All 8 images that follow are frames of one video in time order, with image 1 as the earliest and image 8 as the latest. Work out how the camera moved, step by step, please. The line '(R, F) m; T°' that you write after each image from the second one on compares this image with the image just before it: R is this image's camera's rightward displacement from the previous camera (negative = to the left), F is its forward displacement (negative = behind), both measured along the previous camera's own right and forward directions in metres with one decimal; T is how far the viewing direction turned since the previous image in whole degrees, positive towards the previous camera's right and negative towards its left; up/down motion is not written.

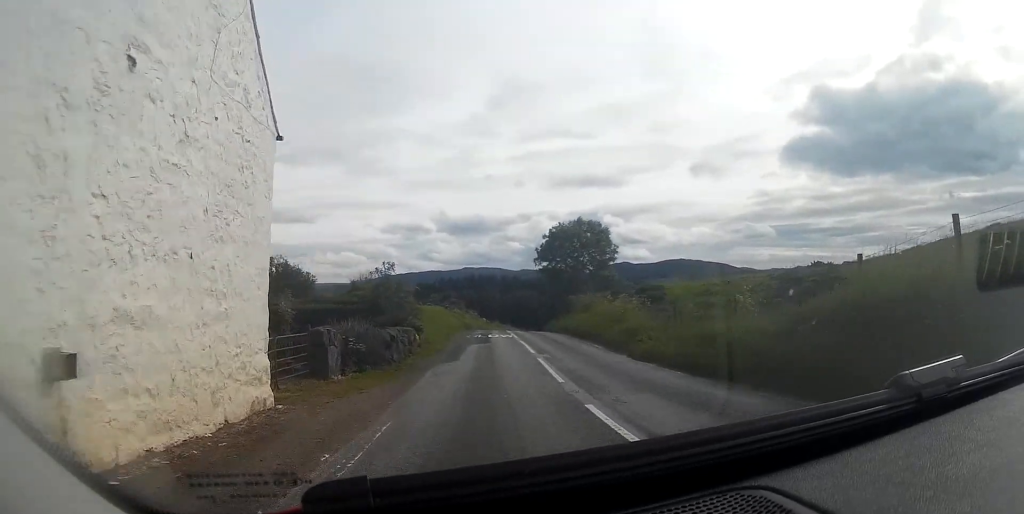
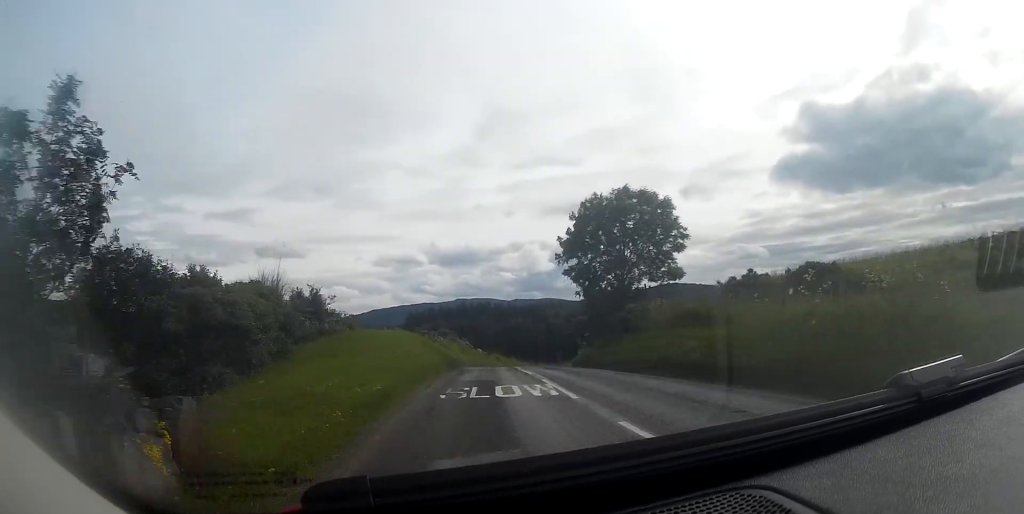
(+0.2, +18.5) m; +1°
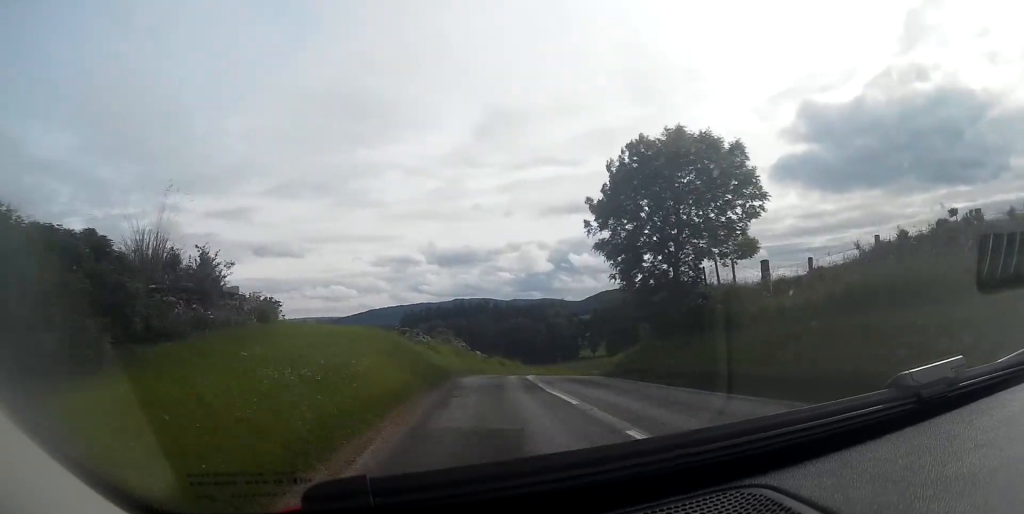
(0.0, +9.0) m; +1°
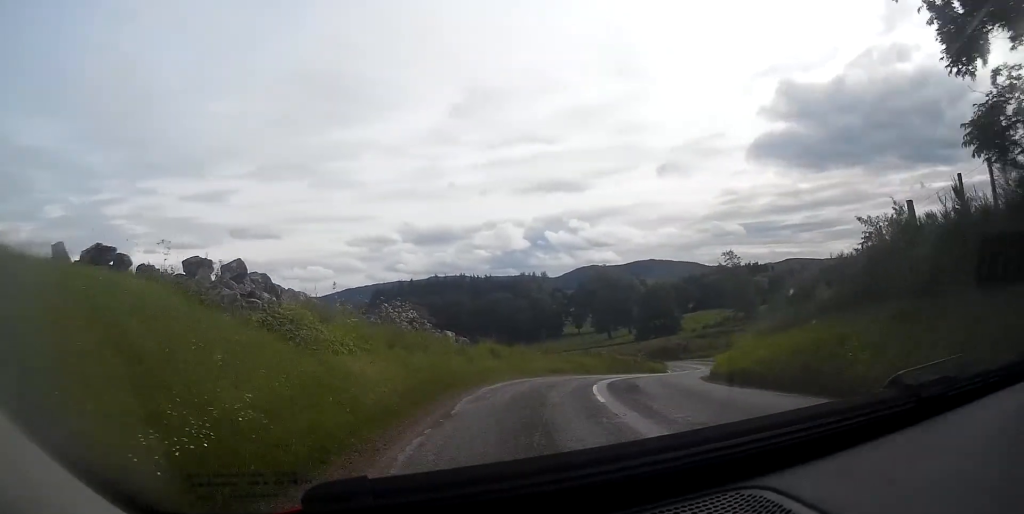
(+0.7, +19.3) m; +5°
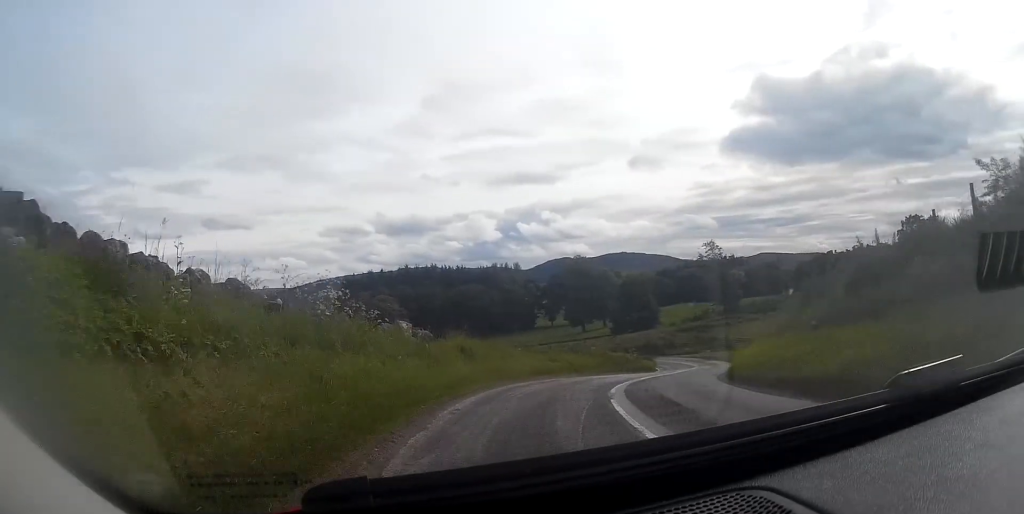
(0.0, +5.1) m; +2°
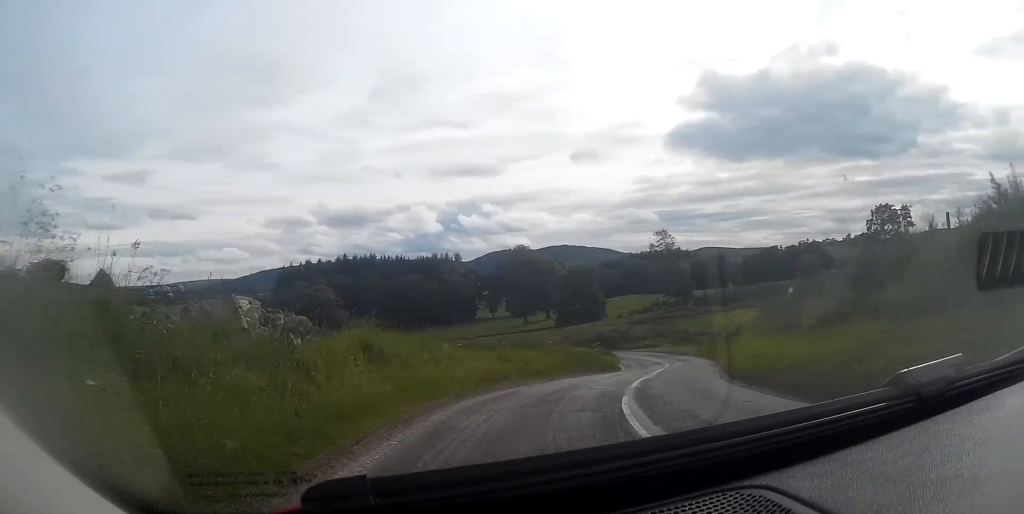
(+0.1, +7.1) m; +5°
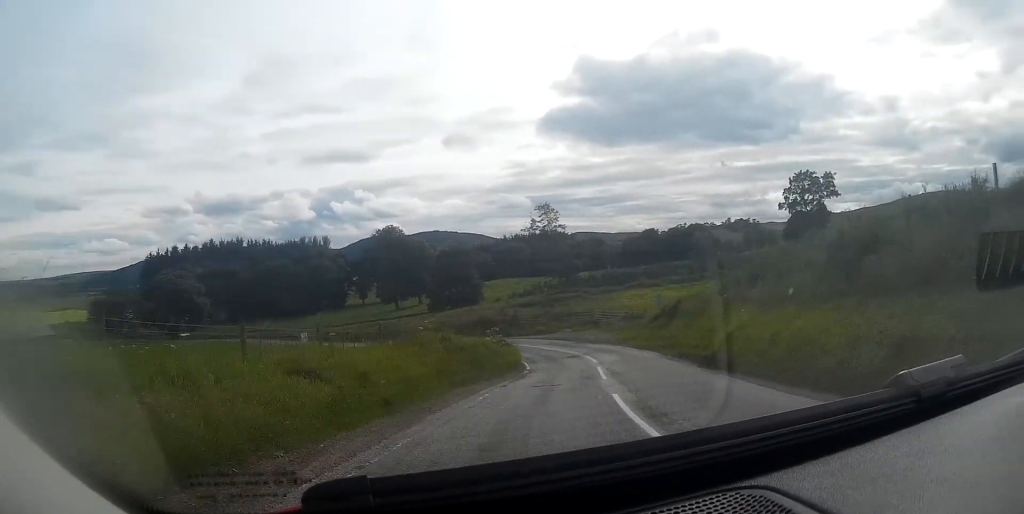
(+1.3, +11.4) m; +12°
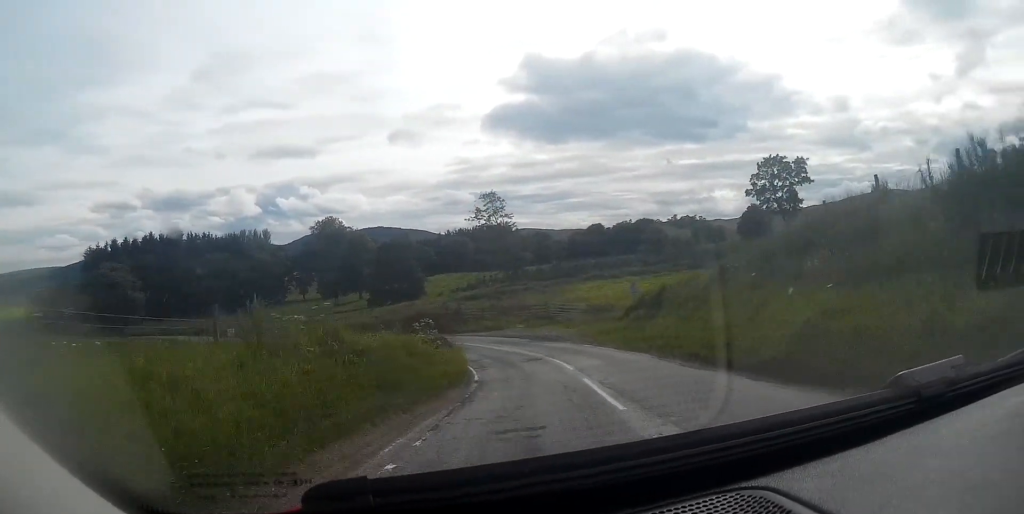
(+0.5, +6.5) m; +5°
